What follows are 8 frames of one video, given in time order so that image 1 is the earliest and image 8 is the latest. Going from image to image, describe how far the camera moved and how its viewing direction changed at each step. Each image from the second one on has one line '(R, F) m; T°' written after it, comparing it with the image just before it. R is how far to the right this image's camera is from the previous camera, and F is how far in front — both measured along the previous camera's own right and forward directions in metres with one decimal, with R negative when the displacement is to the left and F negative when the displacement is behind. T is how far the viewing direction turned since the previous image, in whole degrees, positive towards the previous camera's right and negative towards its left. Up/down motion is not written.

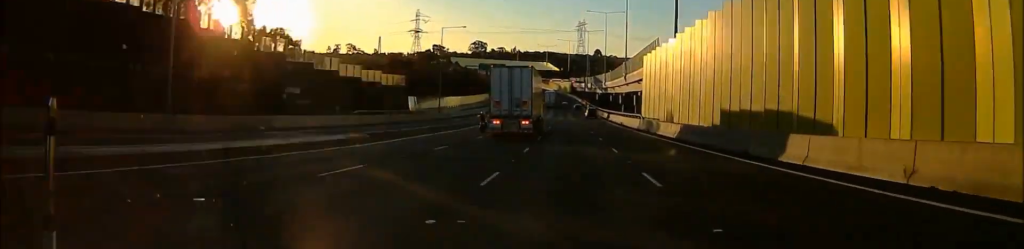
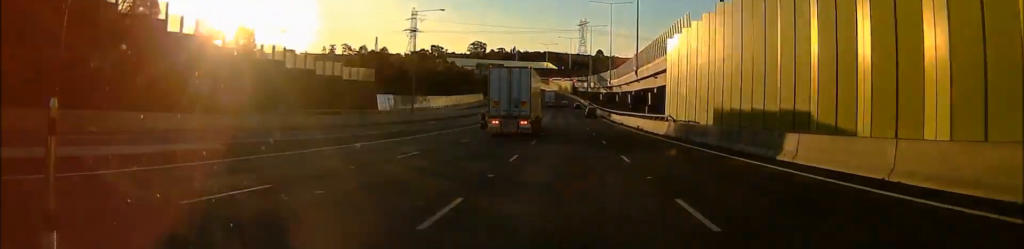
(0.0, +16.9) m; +1°
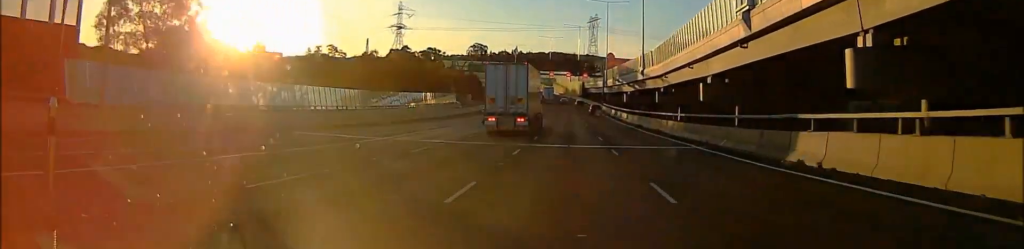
(+0.7, +56.0) m; 0°
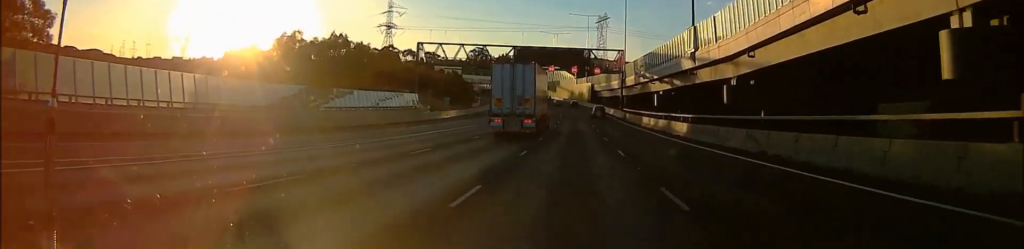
(-0.5, +36.4) m; -1°
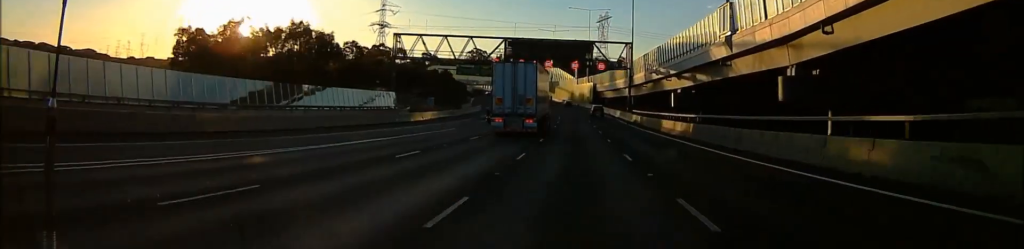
(0.0, +14.1) m; 0°
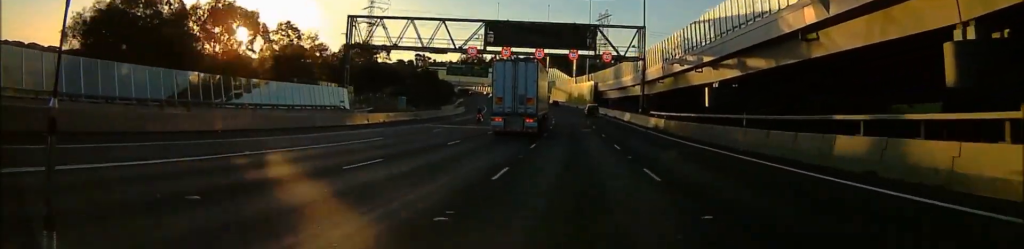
(0.0, +18.7) m; 0°
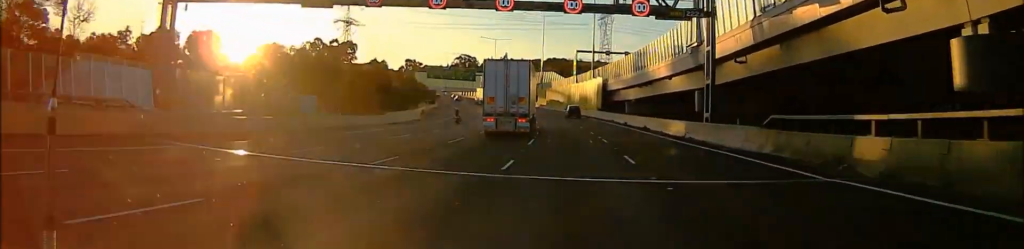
(0.0, +35.7) m; 0°
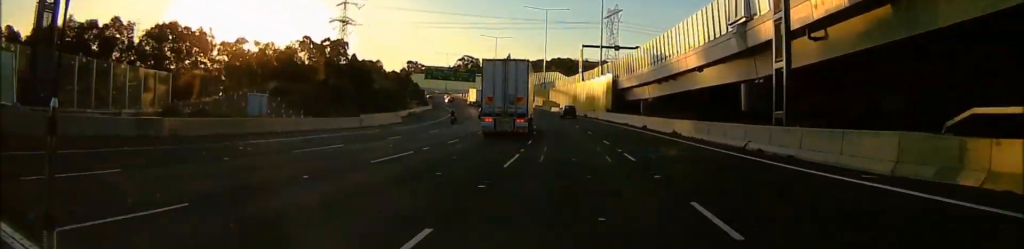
(0.0, +12.2) m; 0°
